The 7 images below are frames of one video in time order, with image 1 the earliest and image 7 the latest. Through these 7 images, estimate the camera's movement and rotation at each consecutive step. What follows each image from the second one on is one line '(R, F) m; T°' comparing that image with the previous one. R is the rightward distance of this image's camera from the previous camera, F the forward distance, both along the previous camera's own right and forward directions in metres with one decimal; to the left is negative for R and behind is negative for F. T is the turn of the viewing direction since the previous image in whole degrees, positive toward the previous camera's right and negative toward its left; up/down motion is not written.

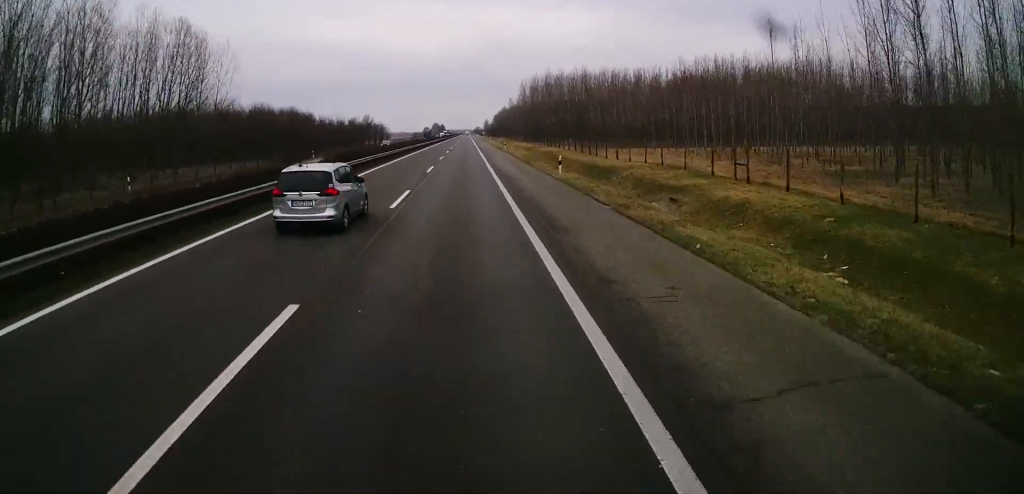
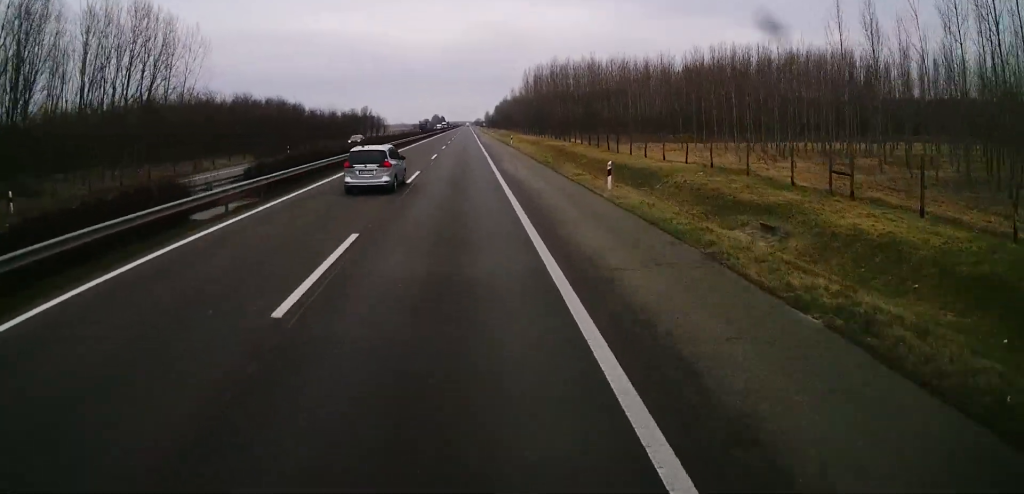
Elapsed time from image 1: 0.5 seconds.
(0.0, +12.4) m; 0°
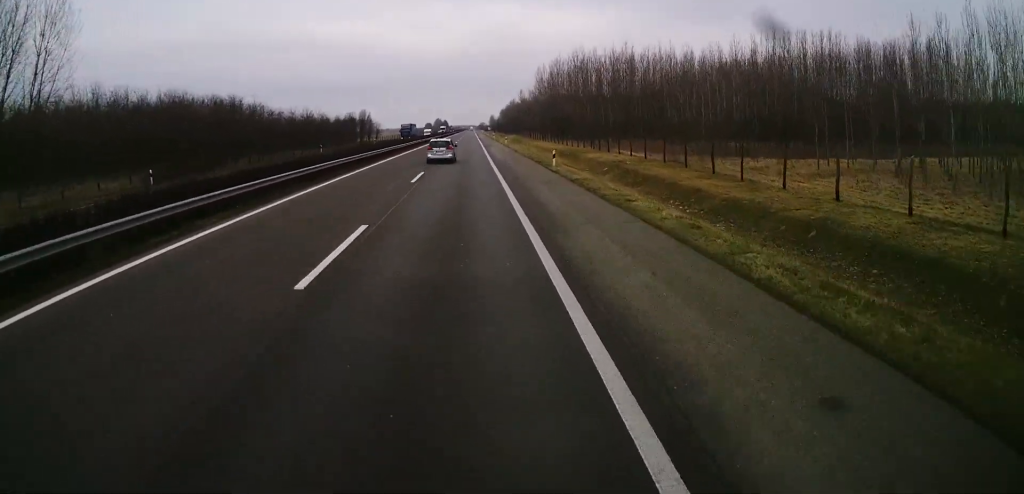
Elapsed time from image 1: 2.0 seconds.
(-0.2, +34.7) m; -1°
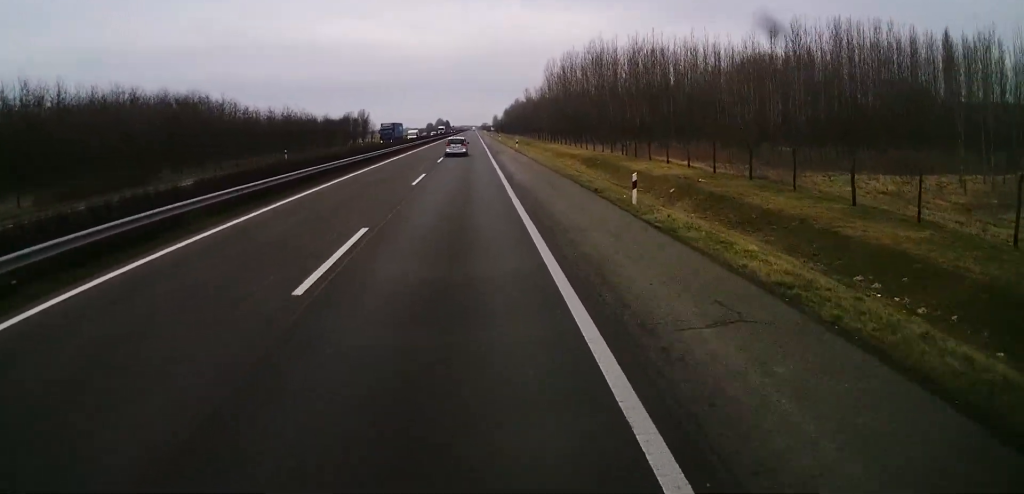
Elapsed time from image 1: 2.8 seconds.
(-0.2, +18.5) m; -1°
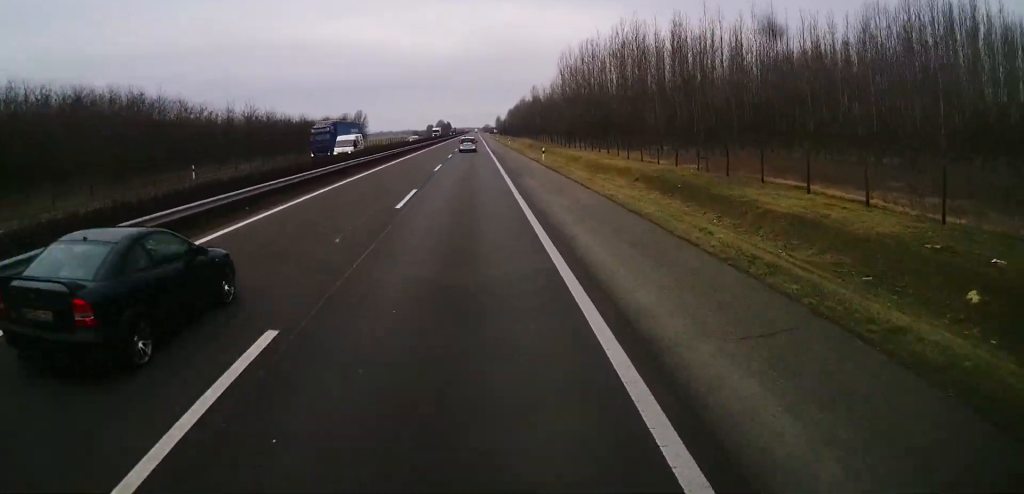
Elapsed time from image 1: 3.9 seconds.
(-0.1, +25.4) m; +1°
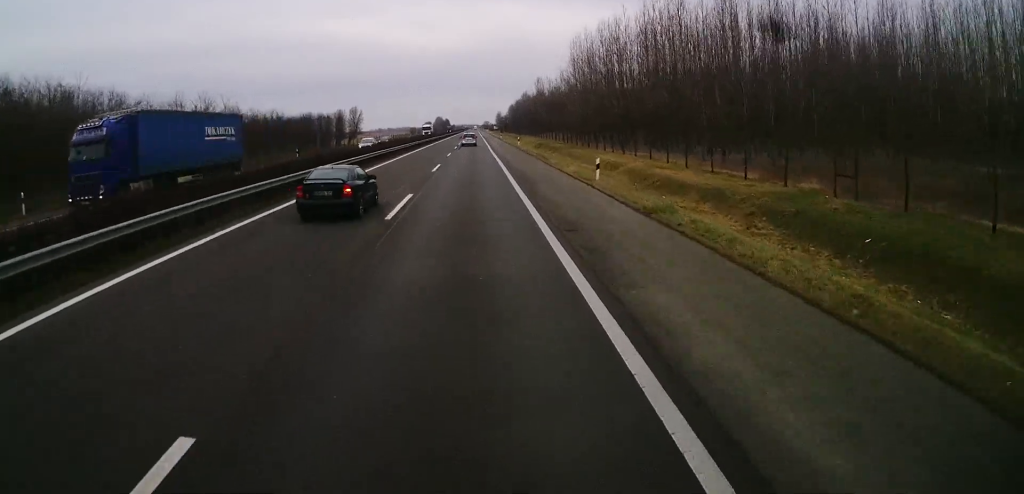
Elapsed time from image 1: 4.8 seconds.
(+0.4, +20.7) m; 0°
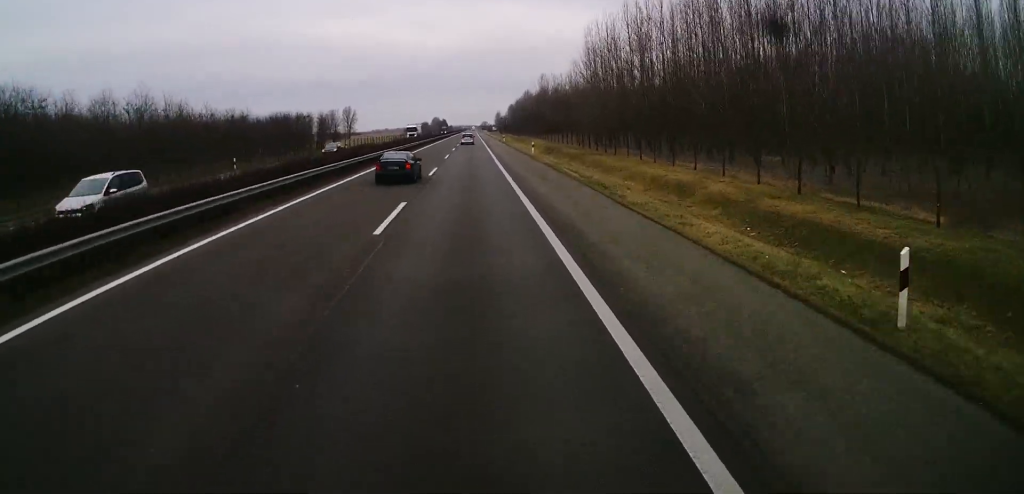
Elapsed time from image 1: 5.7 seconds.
(-0.2, +20.0) m; -1°
